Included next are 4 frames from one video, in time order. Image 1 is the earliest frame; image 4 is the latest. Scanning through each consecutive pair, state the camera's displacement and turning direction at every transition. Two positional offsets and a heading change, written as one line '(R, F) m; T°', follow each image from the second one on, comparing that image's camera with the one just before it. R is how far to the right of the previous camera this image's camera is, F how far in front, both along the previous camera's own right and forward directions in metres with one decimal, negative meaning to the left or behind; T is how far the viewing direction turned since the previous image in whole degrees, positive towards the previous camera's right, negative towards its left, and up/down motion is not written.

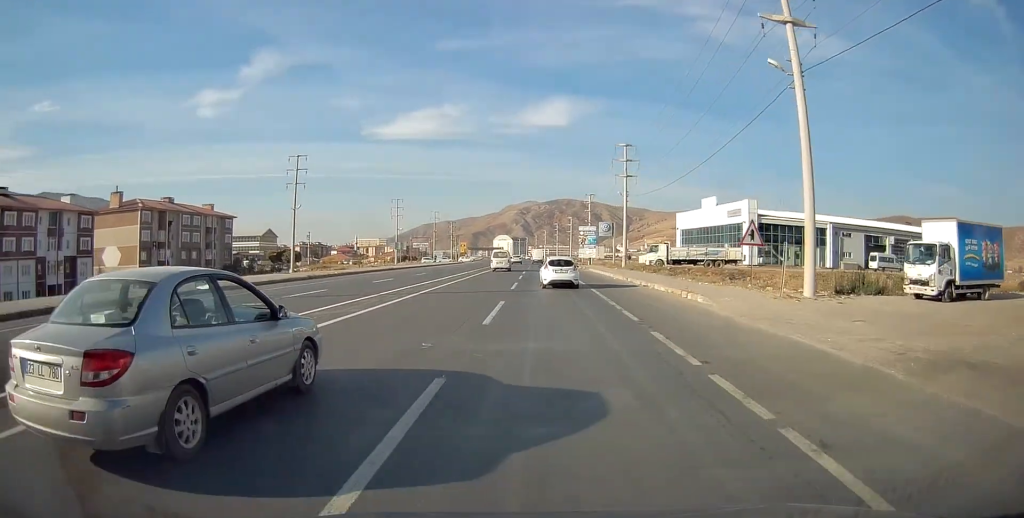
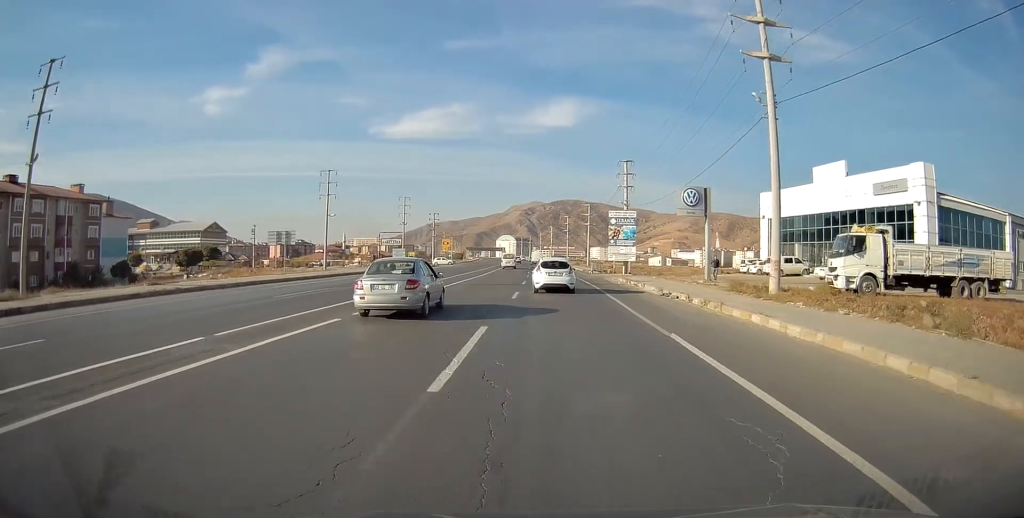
(-0.6, +42.4) m; 0°
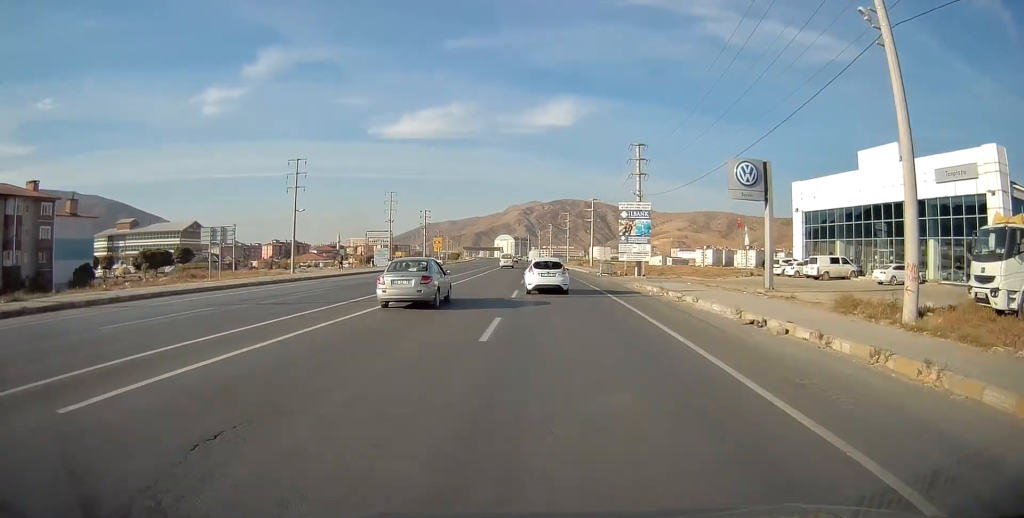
(+0.1, +10.3) m; 0°
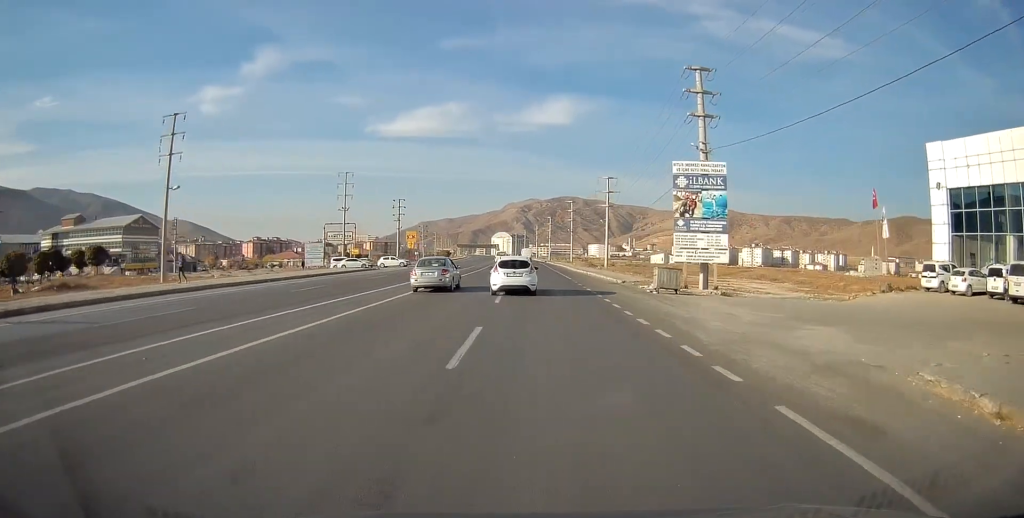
(-0.1, +25.7) m; -1°
